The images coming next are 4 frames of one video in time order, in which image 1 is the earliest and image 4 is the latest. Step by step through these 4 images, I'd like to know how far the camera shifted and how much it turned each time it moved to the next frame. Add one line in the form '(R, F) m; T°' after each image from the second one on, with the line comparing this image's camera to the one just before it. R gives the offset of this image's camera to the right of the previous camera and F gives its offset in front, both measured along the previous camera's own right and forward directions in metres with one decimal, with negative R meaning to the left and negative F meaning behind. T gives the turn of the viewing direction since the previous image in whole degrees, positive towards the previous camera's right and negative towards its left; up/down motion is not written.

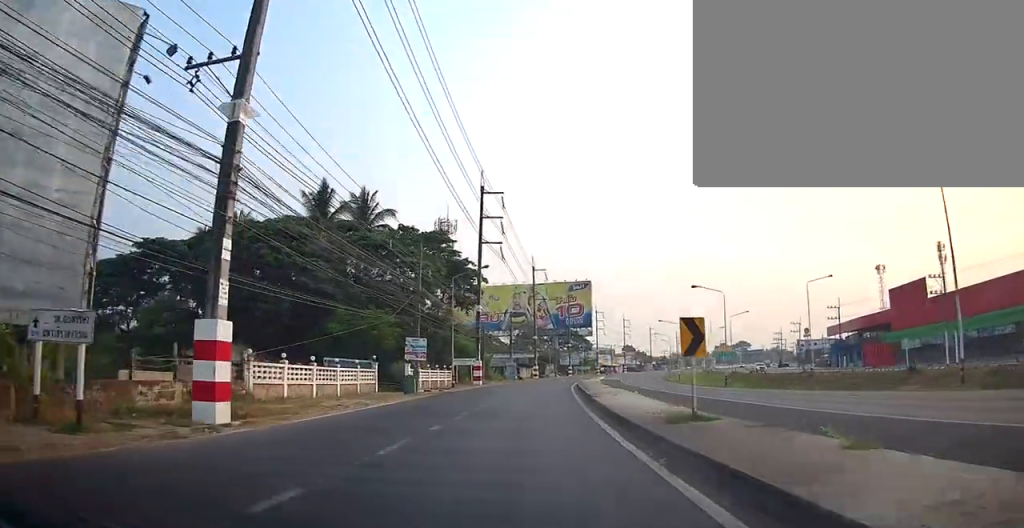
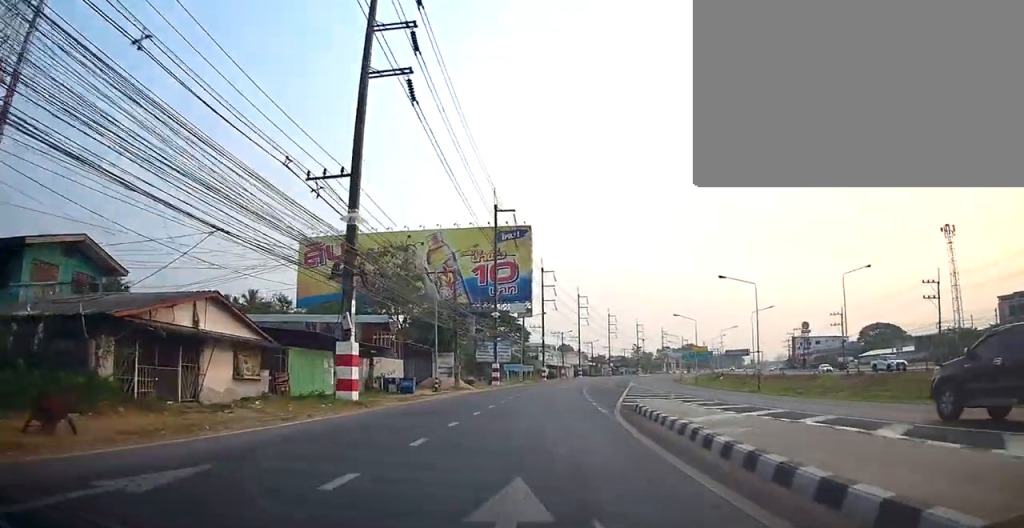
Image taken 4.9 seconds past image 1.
(+1.7, +77.0) m; +4°
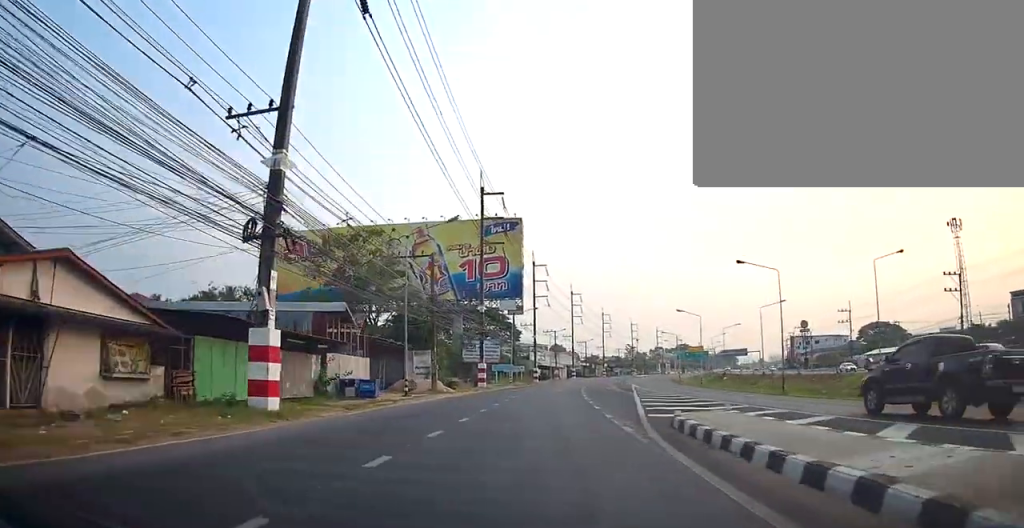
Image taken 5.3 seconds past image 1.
(+0.1, +6.4) m; +1°
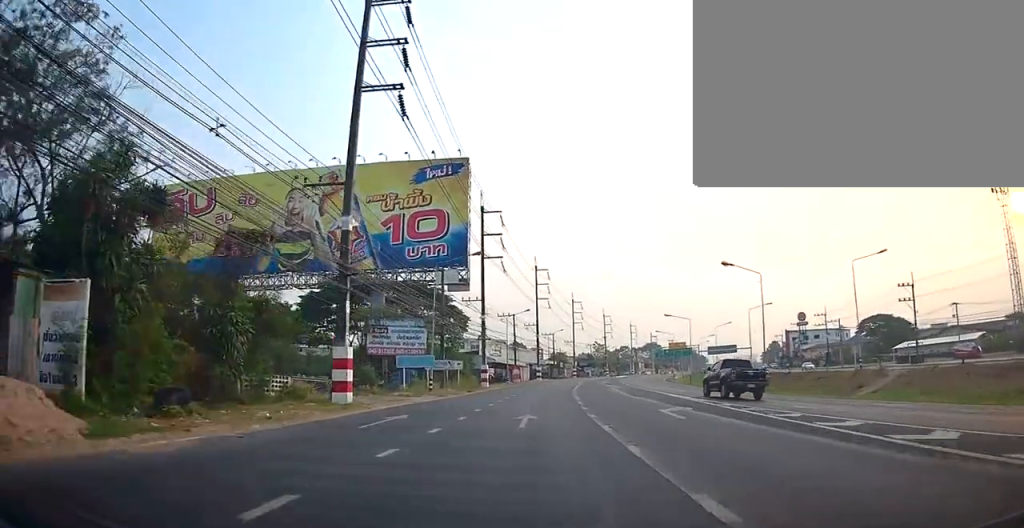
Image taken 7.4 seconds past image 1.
(+1.5, +31.0) m; +2°
